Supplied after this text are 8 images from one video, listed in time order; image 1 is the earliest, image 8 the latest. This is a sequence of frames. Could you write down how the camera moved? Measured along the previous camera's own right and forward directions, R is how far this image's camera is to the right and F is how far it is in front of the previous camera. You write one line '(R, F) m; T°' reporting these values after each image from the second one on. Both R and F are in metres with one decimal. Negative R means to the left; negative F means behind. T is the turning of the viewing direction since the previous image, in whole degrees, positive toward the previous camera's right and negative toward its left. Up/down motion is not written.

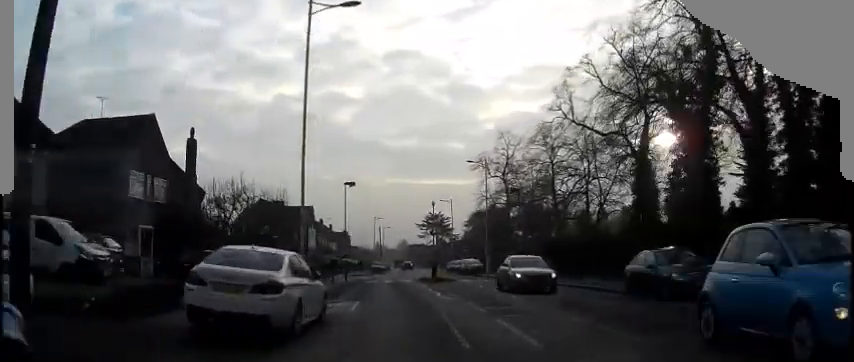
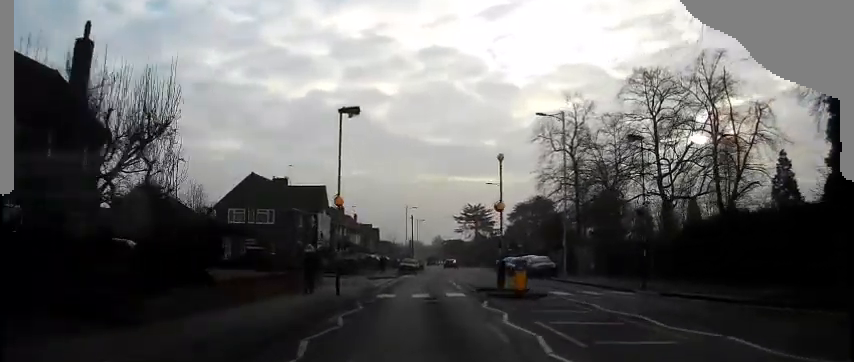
(-0.9, +18.4) m; -4°
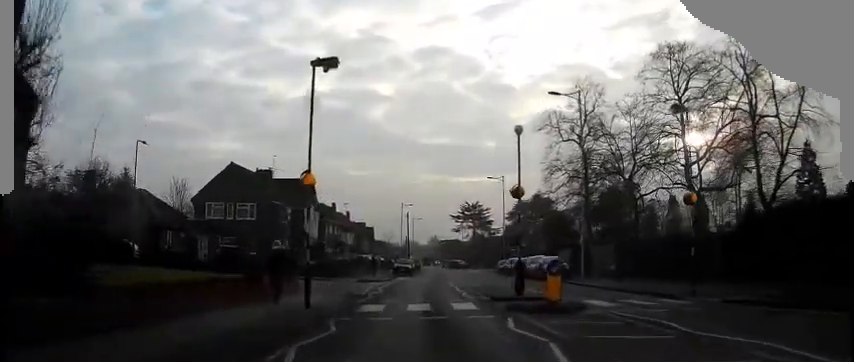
(0.0, +5.2) m; 0°
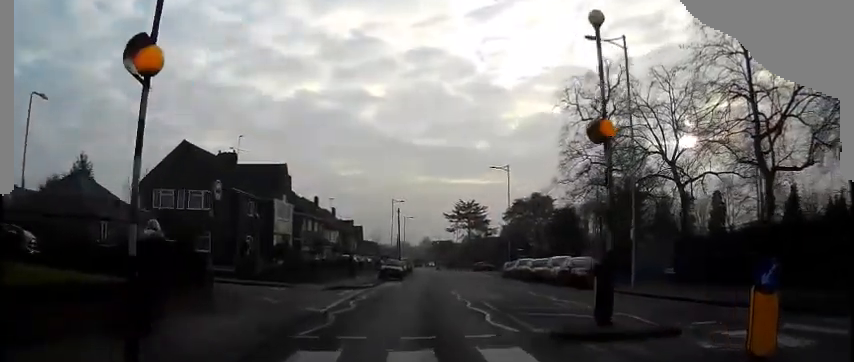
(+0.2, +9.5) m; +1°
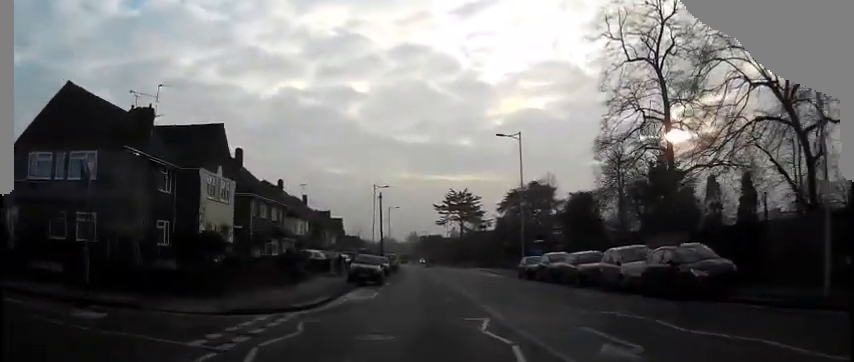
(+0.1, +14.1) m; +1°
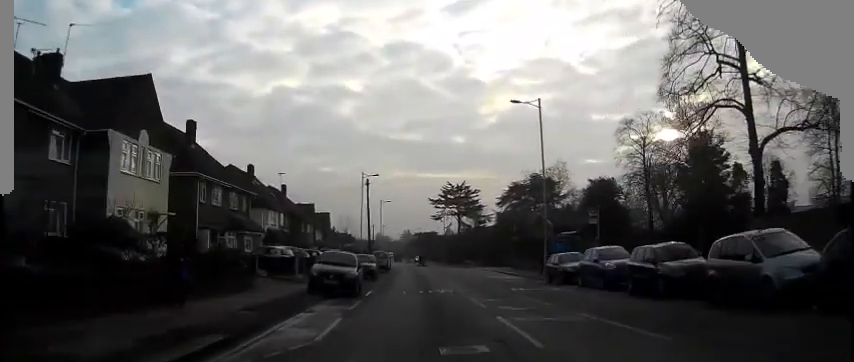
(+0.1, +10.2) m; +1°
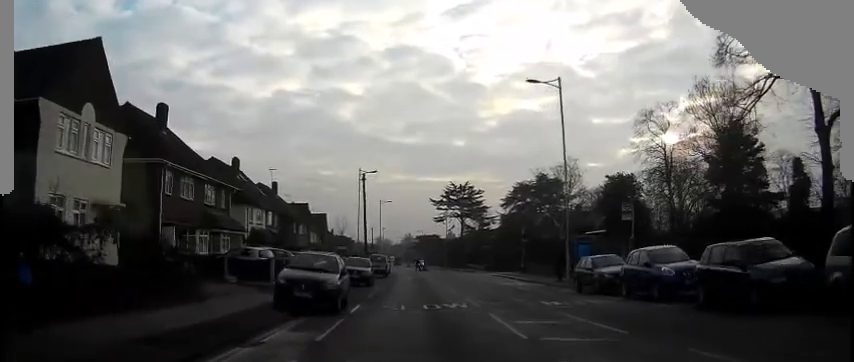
(0.0, +5.5) m; 0°
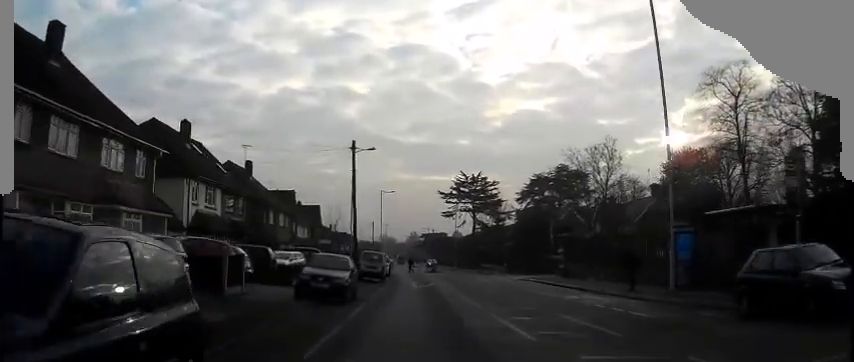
(0.0, +13.6) m; -1°
